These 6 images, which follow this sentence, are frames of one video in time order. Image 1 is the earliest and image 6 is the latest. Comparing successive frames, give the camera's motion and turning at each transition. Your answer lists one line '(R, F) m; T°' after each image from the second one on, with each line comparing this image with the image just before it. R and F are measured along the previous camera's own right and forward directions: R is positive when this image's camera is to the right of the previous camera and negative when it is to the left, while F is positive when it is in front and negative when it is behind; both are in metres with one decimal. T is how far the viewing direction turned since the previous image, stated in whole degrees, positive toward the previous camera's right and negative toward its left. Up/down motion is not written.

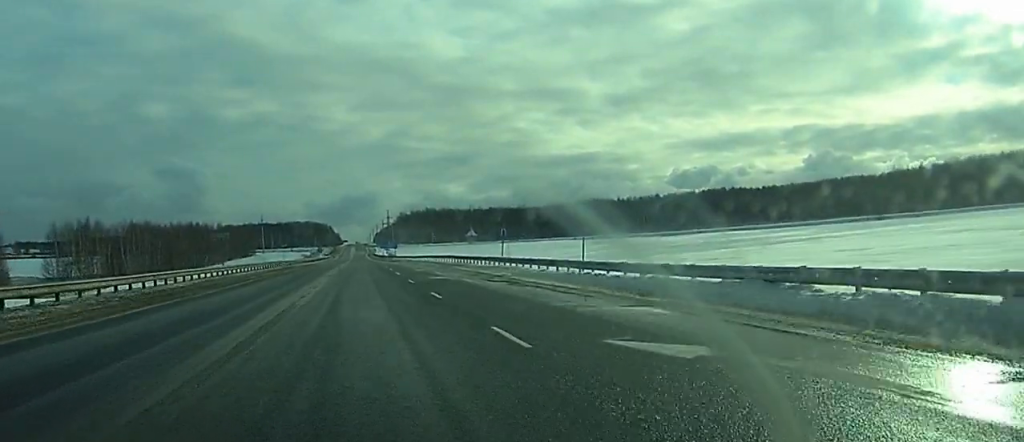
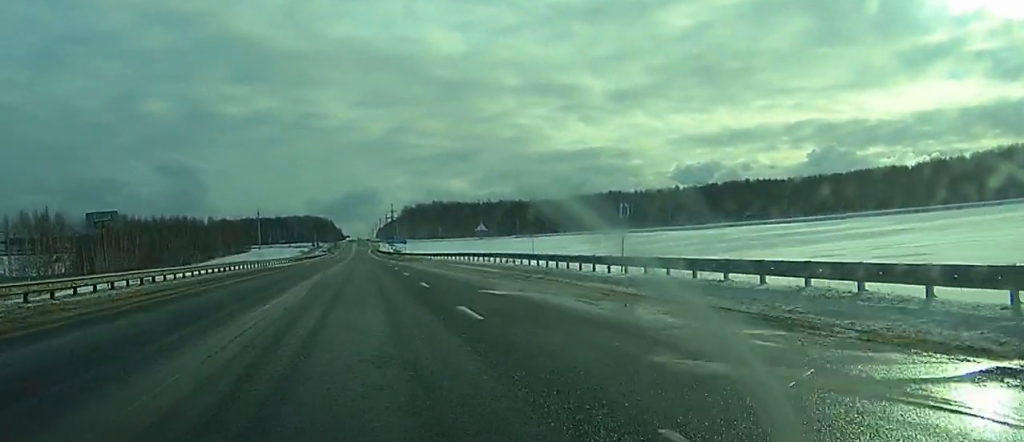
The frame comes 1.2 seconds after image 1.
(-0.4, +32.2) m; -1°
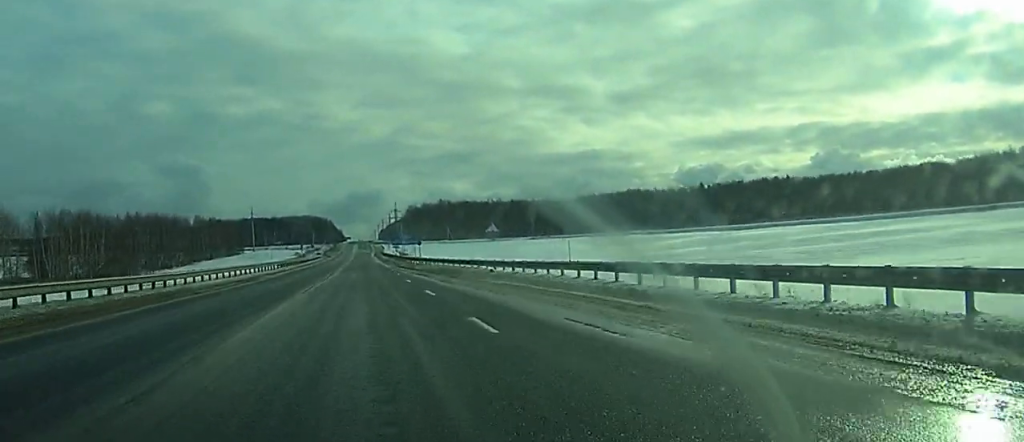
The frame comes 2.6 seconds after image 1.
(+0.2, +37.4) m; +1°
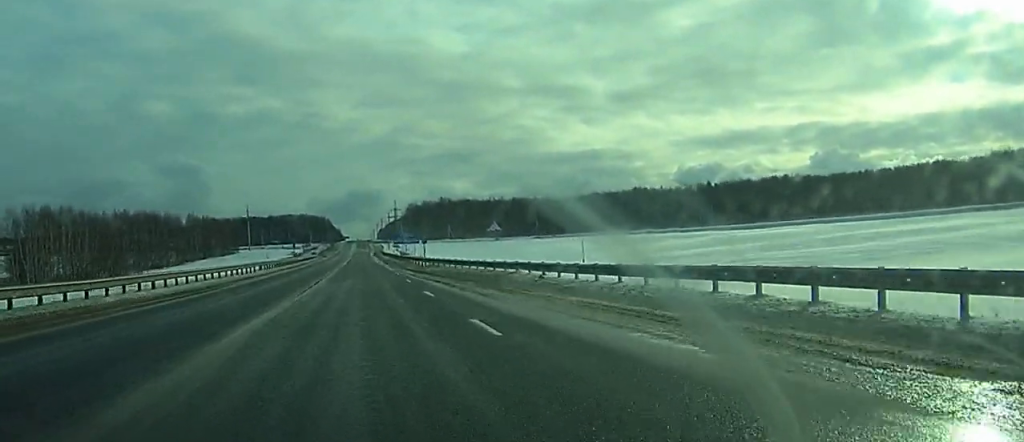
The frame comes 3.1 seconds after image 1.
(-0.1, +12.3) m; 0°
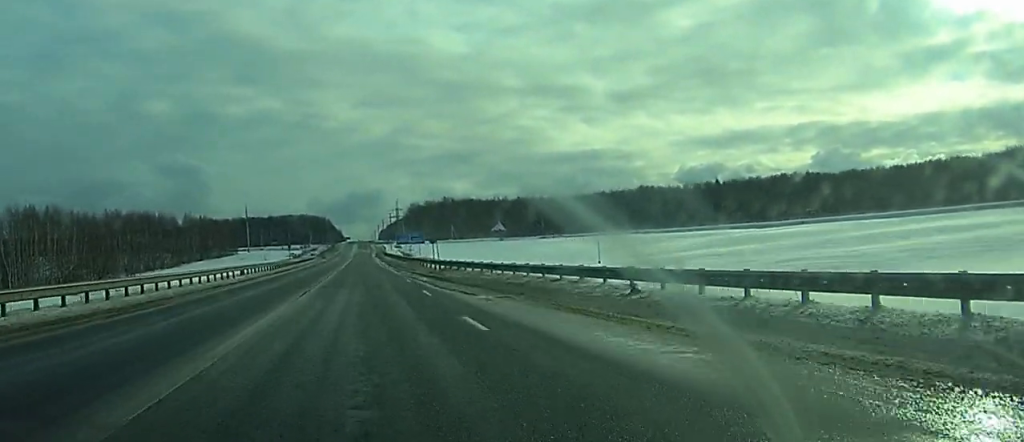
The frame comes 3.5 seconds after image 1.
(-0.1, +10.5) m; 0°
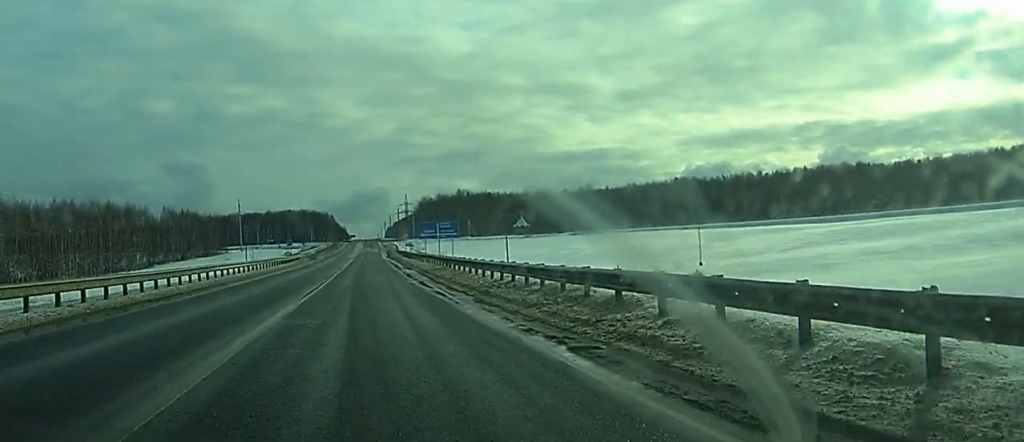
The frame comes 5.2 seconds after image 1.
(+0.4, +46.0) m; +1°
